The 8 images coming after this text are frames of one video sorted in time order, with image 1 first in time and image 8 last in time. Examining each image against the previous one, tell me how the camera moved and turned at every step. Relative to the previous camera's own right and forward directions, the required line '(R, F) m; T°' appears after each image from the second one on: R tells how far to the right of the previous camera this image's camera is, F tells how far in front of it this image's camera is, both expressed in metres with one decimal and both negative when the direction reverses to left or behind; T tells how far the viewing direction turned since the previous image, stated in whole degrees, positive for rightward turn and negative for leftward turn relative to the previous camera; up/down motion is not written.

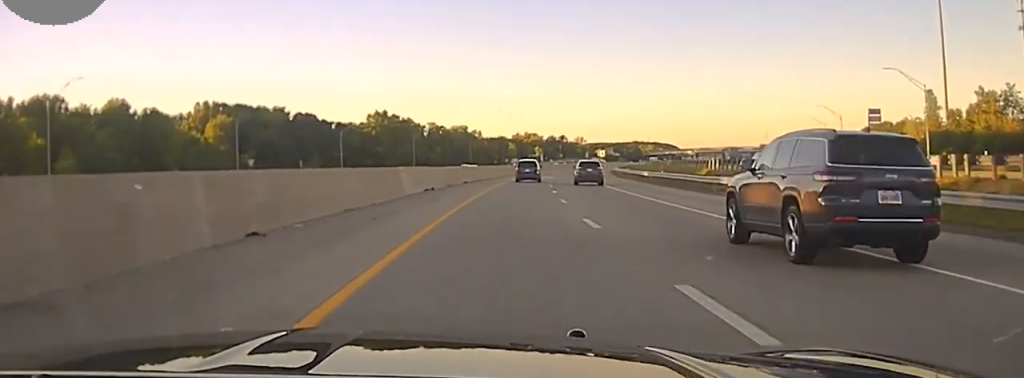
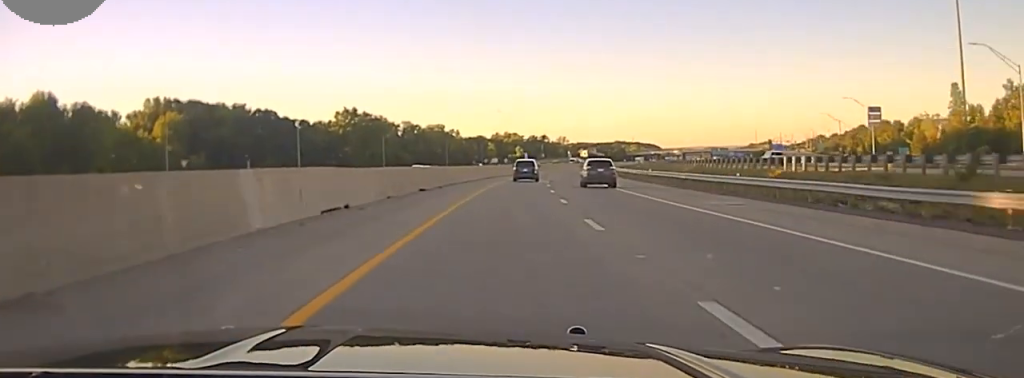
(+0.8, +25.6) m; +1°
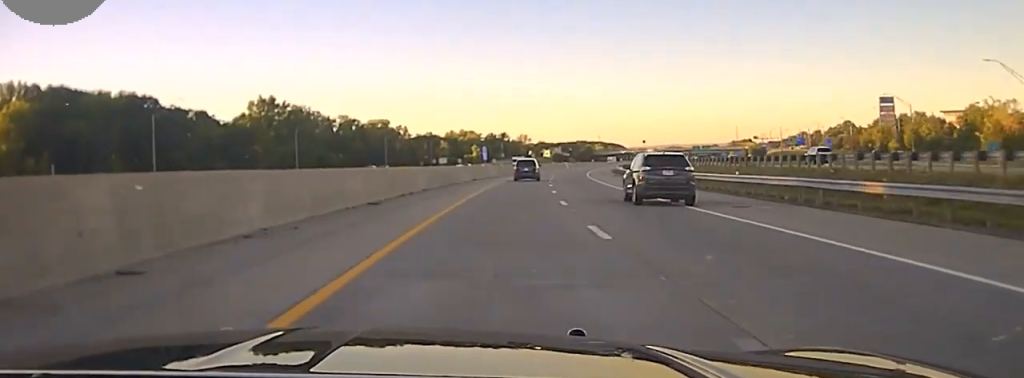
(+1.5, +62.3) m; +3°
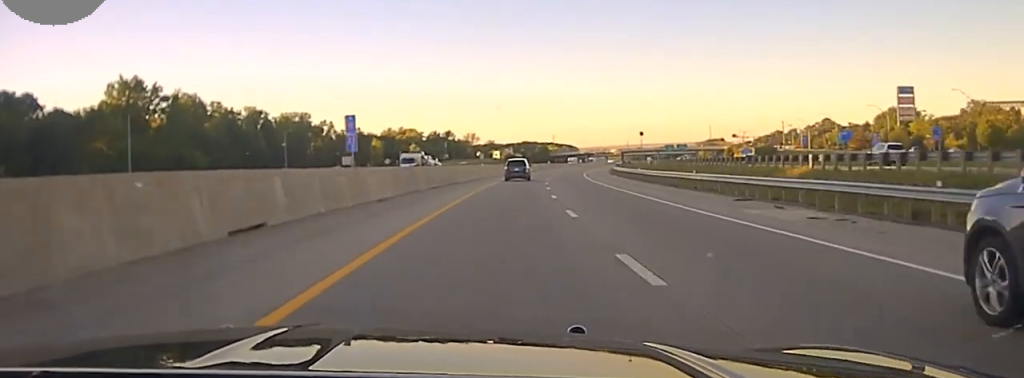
(+2.3, +68.4) m; +4°
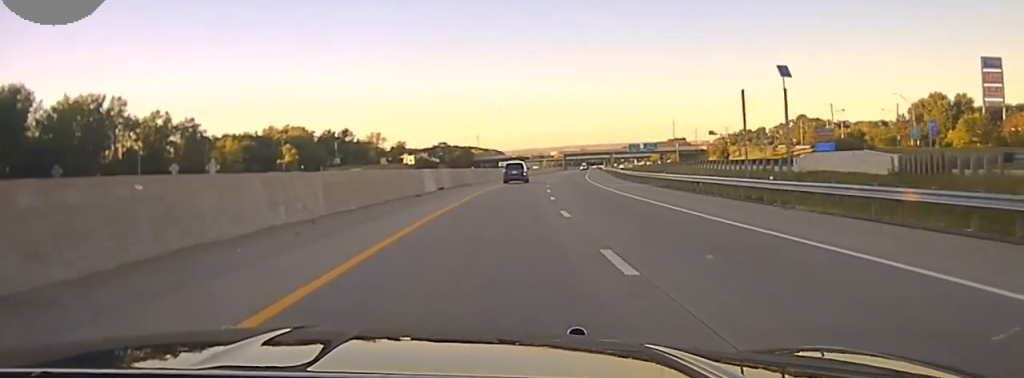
(+4.5, +108.2) m; +5°
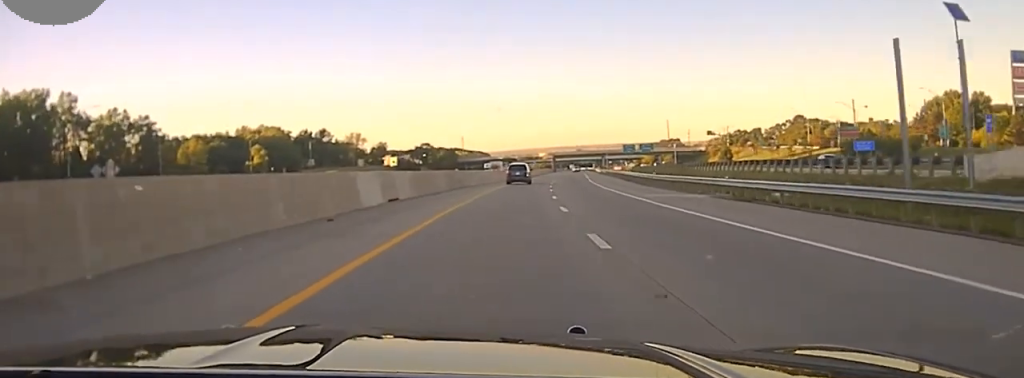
(+0.1, +20.8) m; +1°
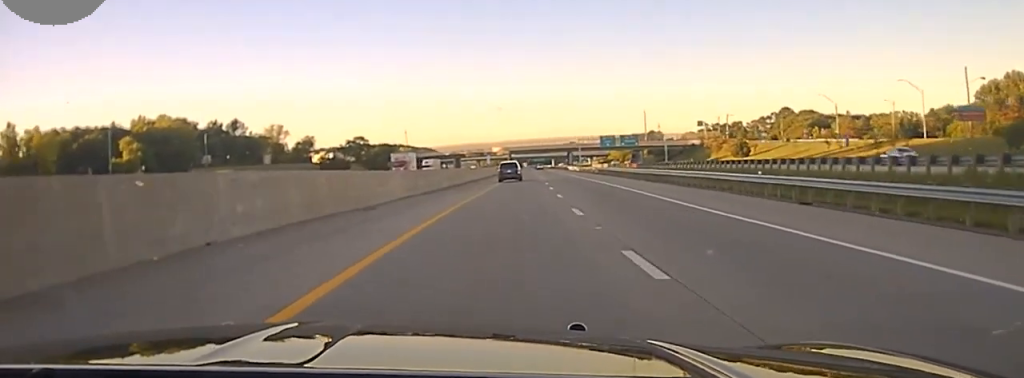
(+1.6, +64.2) m; +3°
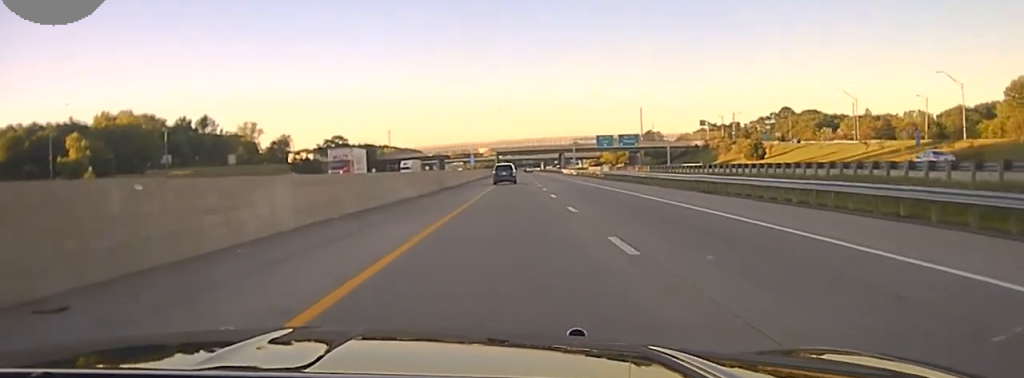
(+0.3, +21.0) m; +1°
